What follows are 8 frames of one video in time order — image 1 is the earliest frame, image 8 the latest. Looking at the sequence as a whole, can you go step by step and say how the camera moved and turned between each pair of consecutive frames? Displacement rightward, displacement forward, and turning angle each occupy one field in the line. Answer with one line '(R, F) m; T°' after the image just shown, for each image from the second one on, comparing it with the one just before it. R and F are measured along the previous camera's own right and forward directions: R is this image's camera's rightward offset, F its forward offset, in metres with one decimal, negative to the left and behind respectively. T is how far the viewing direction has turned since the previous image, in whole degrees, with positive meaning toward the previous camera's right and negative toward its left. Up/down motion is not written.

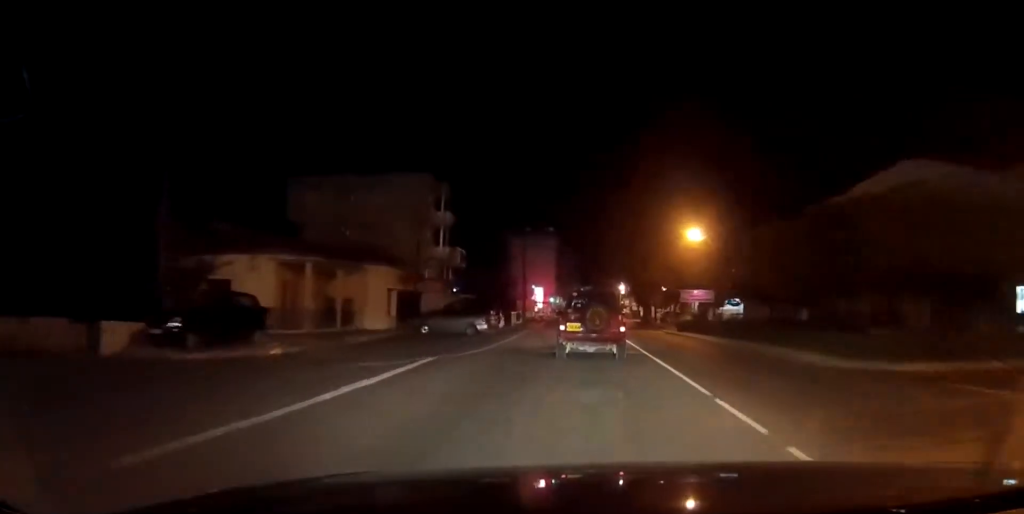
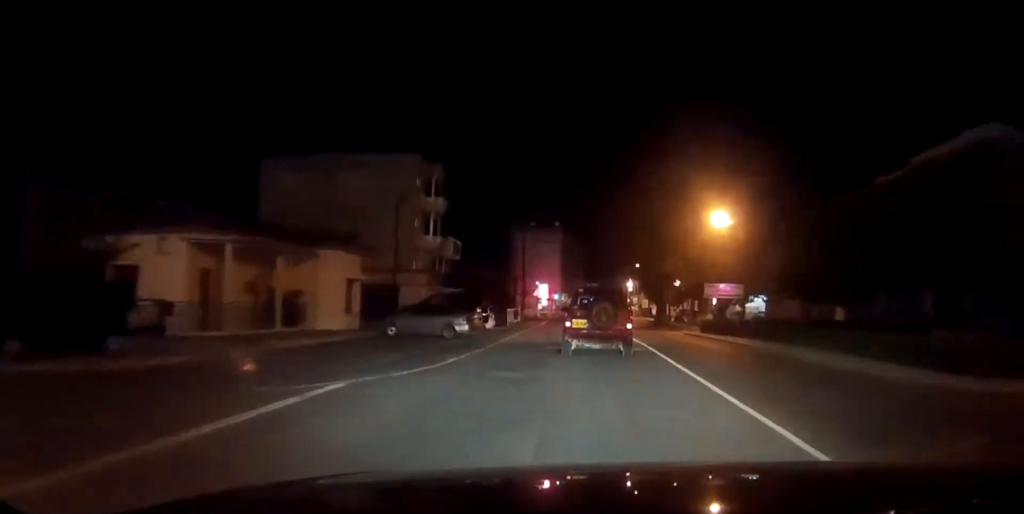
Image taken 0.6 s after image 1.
(-0.1, +6.8) m; 0°
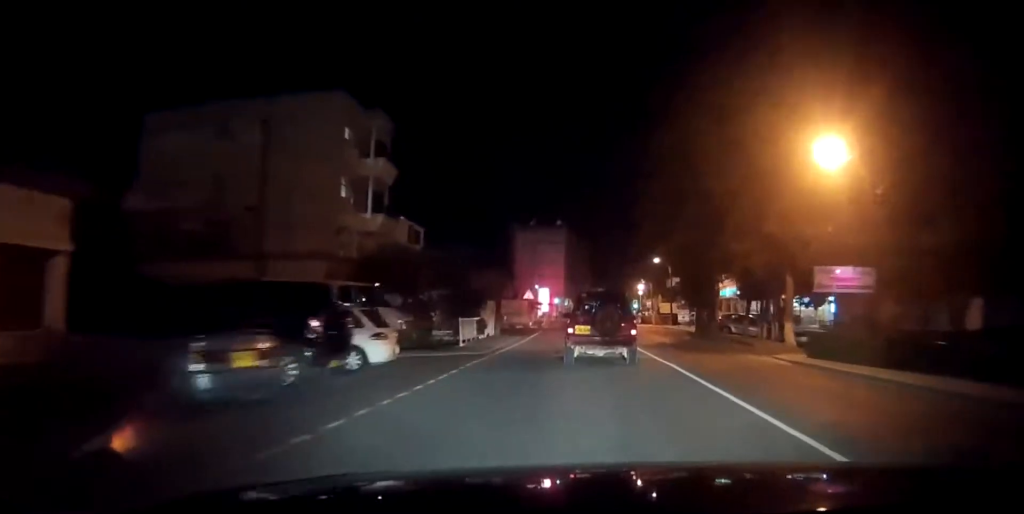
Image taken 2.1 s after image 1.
(0.0, +18.3) m; 0°
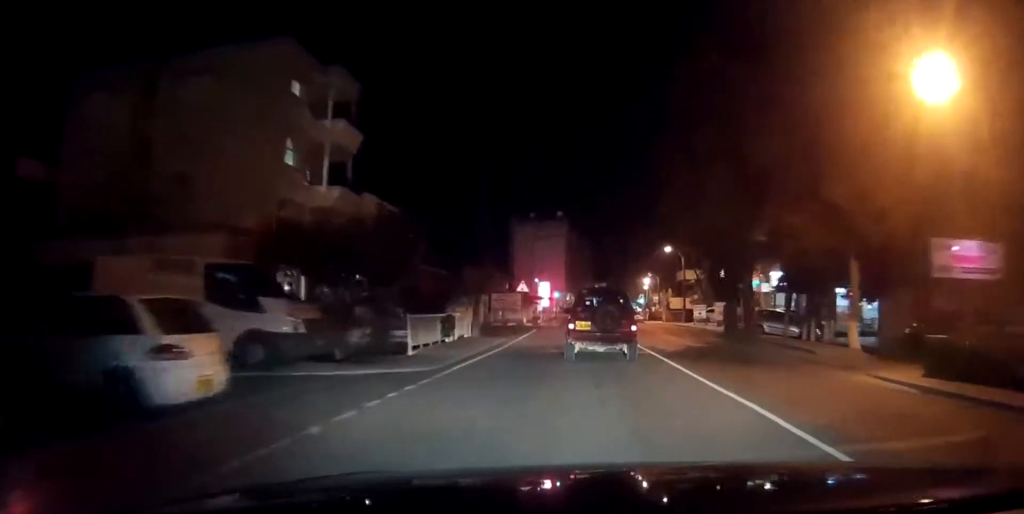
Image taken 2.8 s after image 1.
(0.0, +8.1) m; 0°
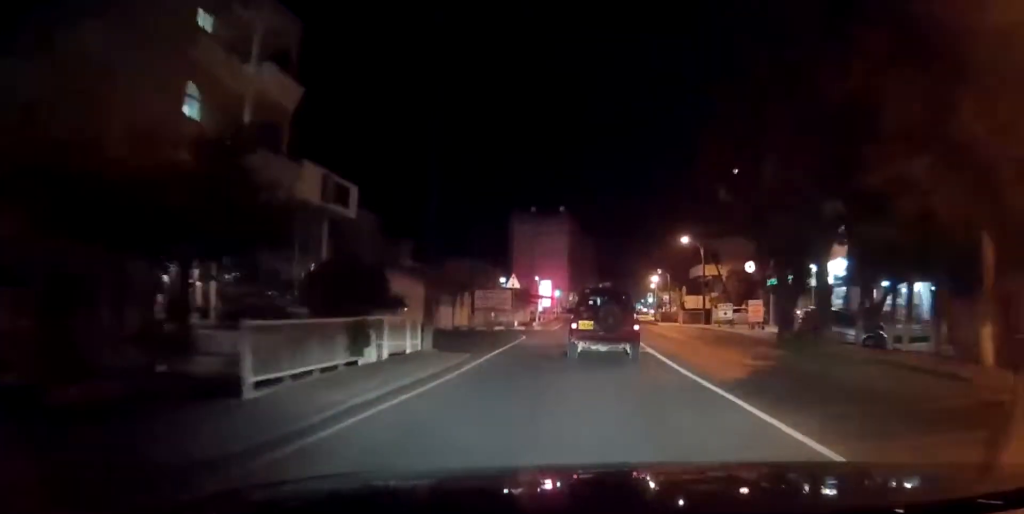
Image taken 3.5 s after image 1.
(0.0, +8.9) m; 0°
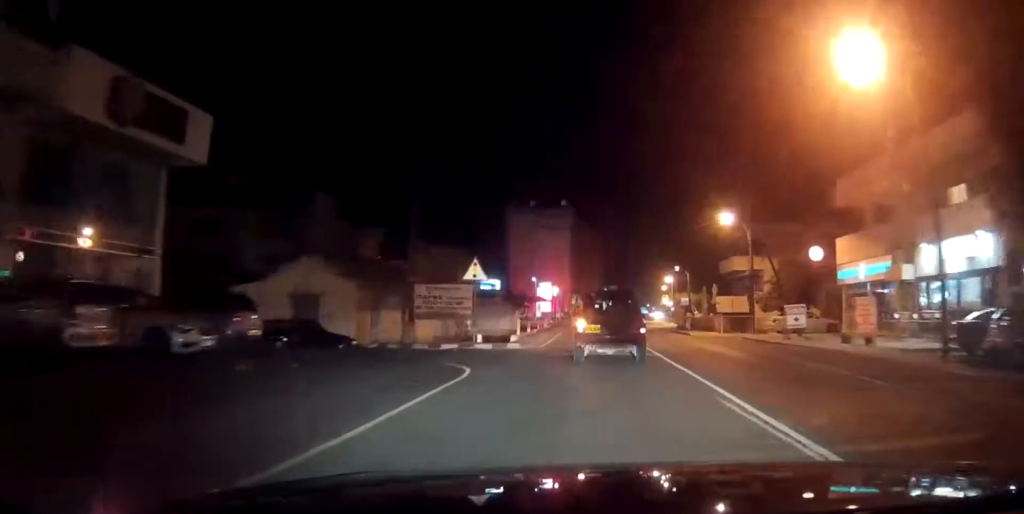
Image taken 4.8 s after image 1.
(0.0, +15.3) m; 0°
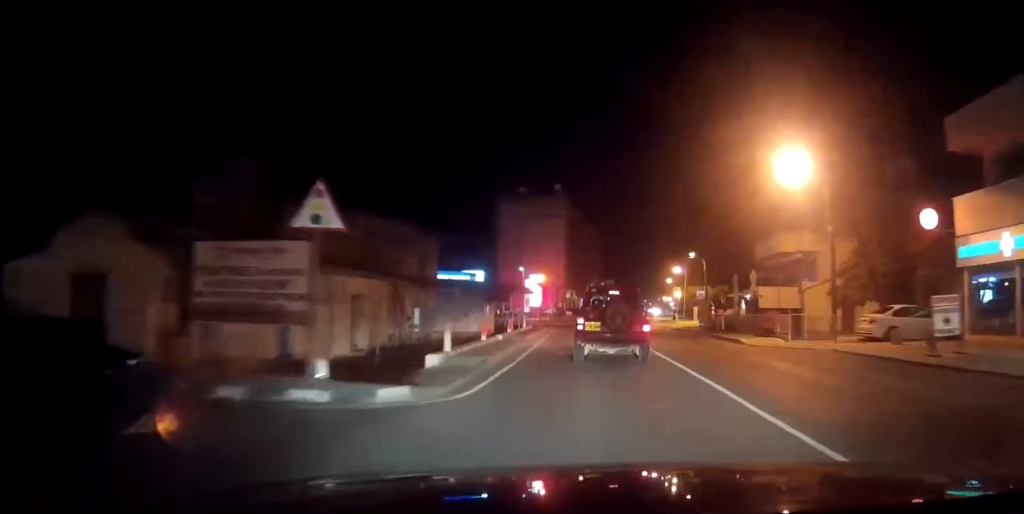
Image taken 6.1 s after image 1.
(0.0, +14.3) m; 0°
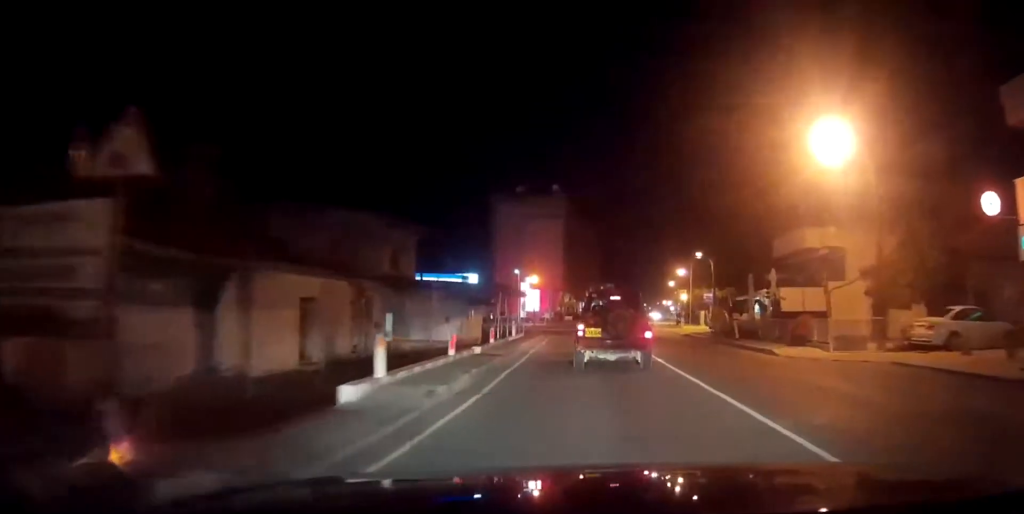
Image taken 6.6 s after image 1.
(0.0, +4.8) m; 0°
